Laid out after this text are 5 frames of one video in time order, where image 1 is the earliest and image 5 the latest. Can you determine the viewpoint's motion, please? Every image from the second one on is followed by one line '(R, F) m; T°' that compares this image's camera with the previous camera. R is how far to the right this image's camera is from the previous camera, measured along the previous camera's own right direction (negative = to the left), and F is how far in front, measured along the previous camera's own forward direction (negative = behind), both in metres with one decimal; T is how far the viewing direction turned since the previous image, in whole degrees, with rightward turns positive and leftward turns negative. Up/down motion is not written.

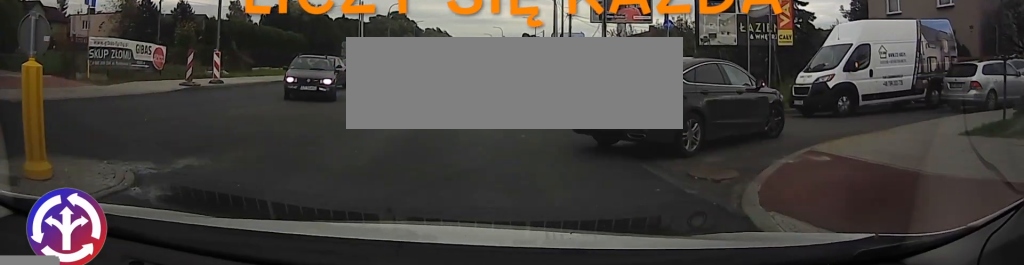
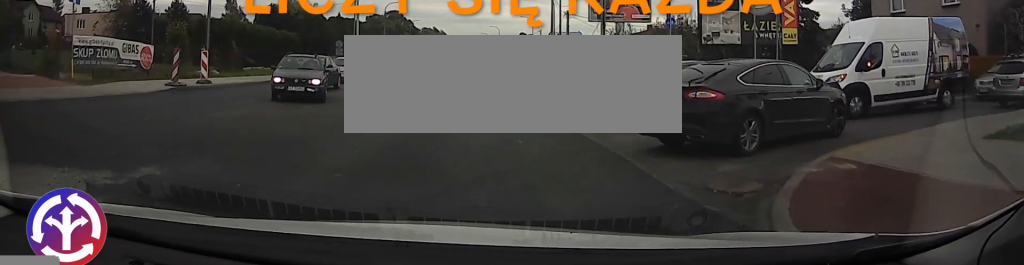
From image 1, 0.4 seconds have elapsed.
(-0.2, +2.0) m; 0°
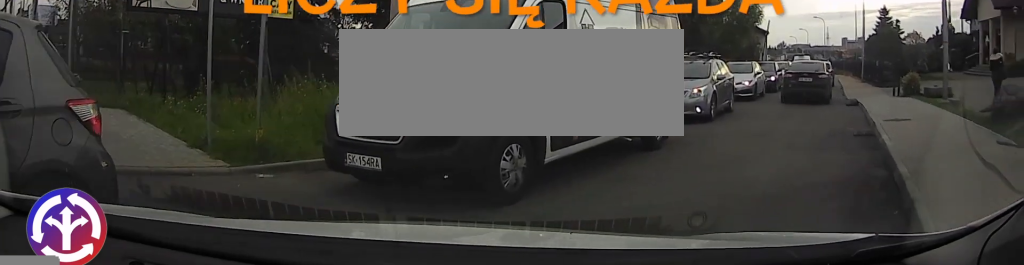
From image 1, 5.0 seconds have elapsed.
(+3.8, +10.7) m; +59°
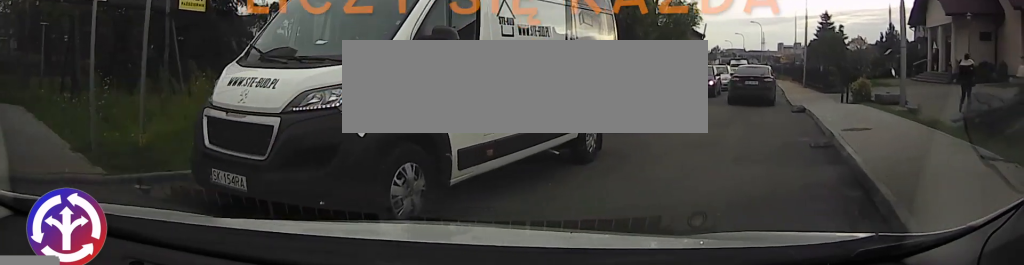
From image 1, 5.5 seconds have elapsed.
(+0.3, +0.9) m; +9°
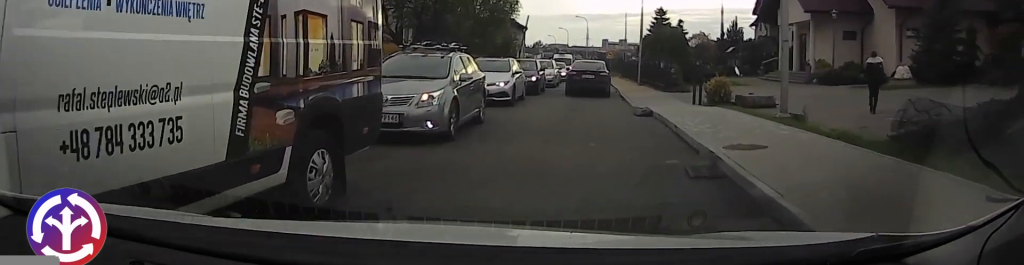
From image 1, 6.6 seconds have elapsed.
(+0.4, +2.6) m; +19°
